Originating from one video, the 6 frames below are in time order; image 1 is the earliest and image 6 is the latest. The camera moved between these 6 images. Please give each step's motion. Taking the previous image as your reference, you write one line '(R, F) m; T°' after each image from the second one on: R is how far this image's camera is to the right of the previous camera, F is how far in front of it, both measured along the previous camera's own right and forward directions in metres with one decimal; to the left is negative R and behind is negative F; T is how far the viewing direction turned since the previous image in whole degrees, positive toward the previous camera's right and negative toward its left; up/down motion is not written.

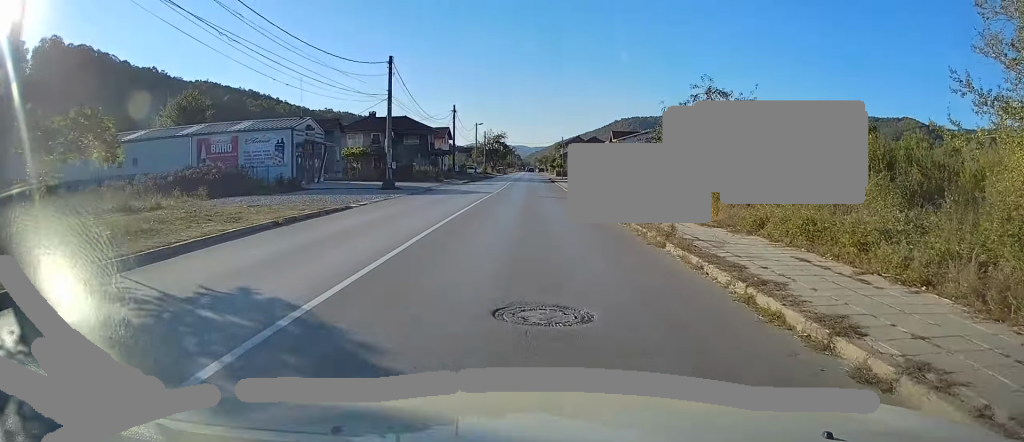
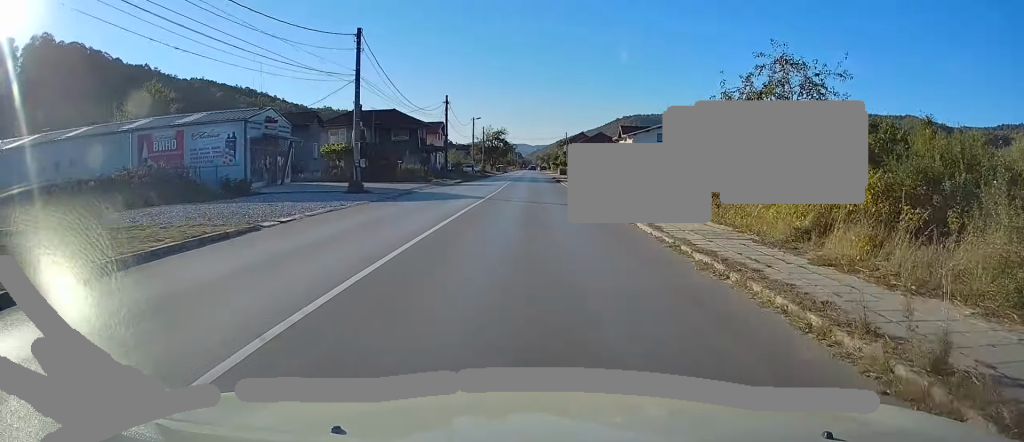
(0.0, +7.7) m; 0°
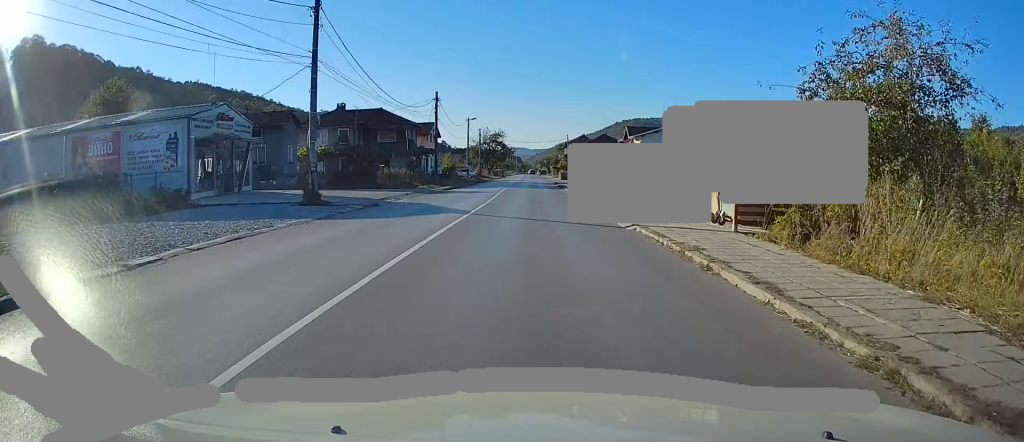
(0.0, +6.4) m; 0°
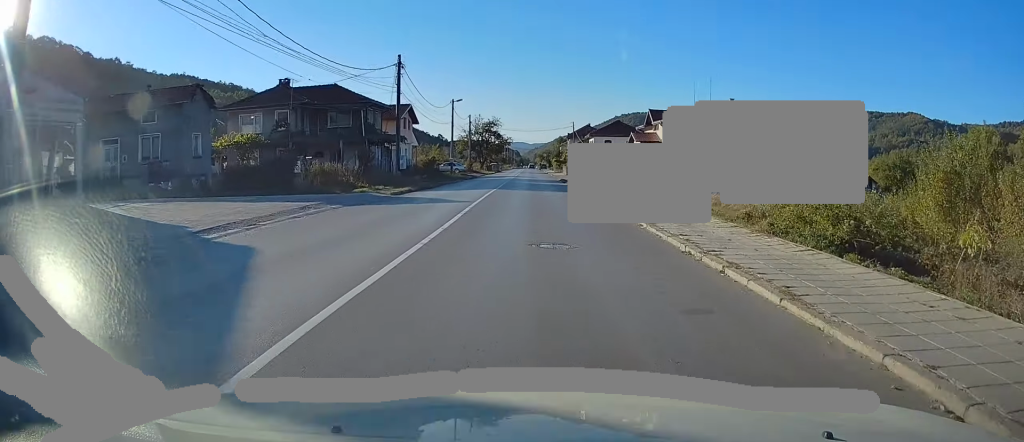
(0.0, +16.1) m; 0°
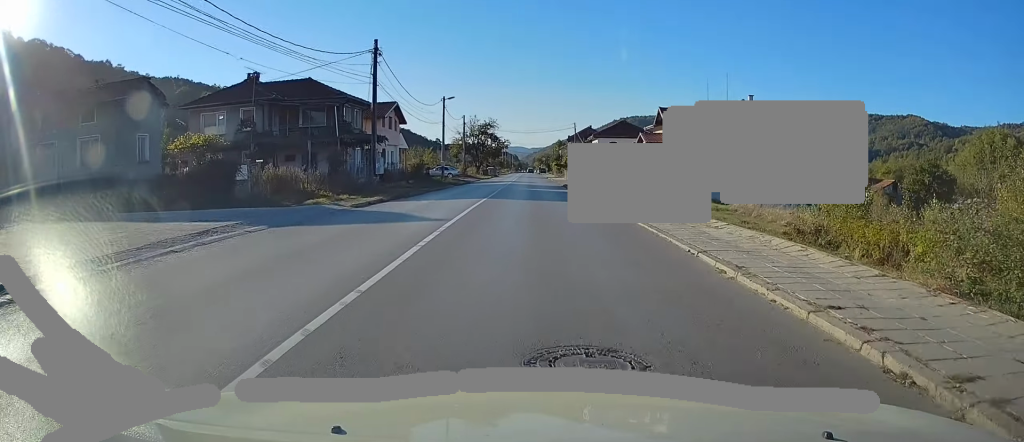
(0.0, +6.0) m; 0°
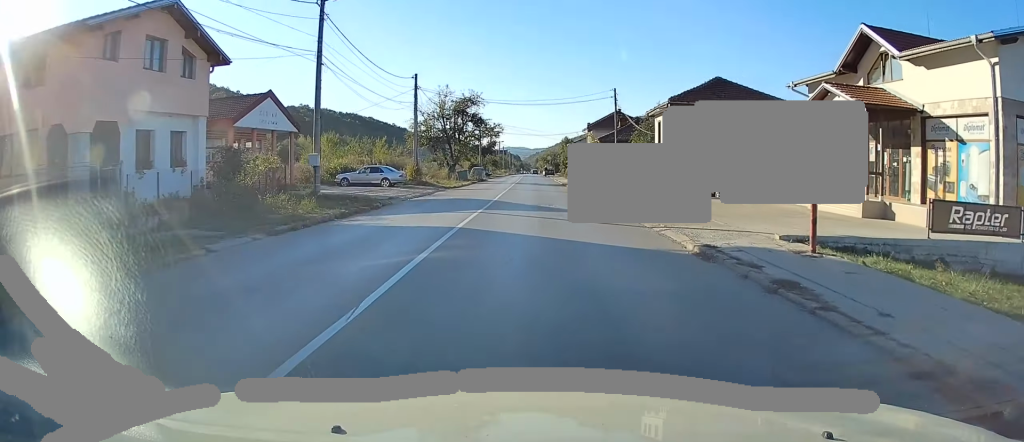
(0.0, +37.4) m; 0°
